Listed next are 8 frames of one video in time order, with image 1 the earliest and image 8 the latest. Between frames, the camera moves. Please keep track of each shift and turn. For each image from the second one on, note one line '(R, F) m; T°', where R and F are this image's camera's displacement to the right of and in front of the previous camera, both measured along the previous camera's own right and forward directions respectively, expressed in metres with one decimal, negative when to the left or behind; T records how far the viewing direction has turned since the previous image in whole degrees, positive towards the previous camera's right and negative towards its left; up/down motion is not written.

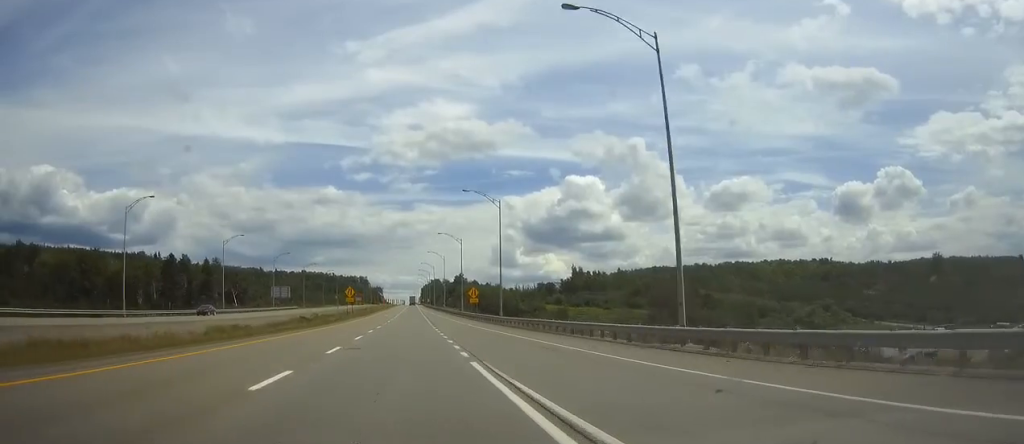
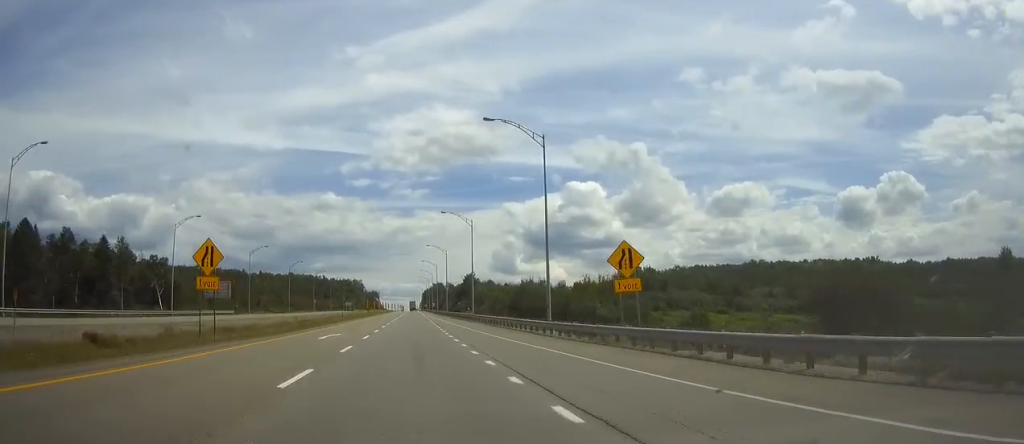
(0.0, +70.0) m; 0°
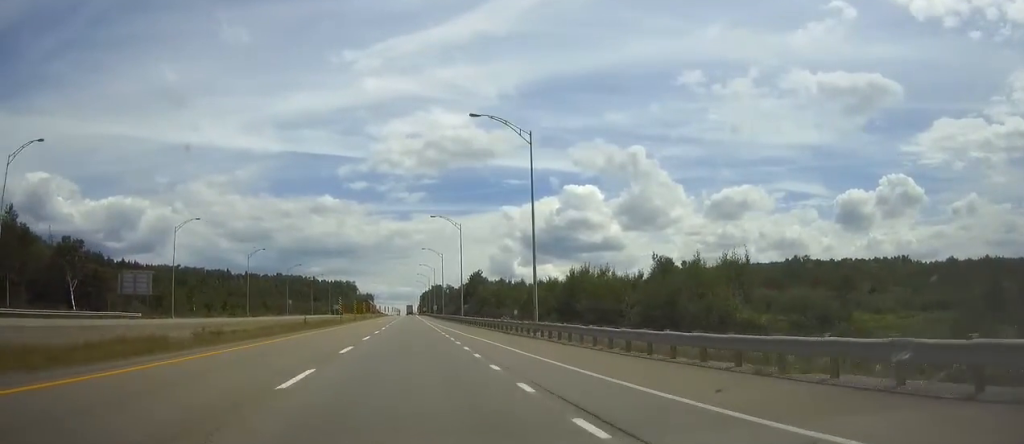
(0.0, +43.7) m; 0°
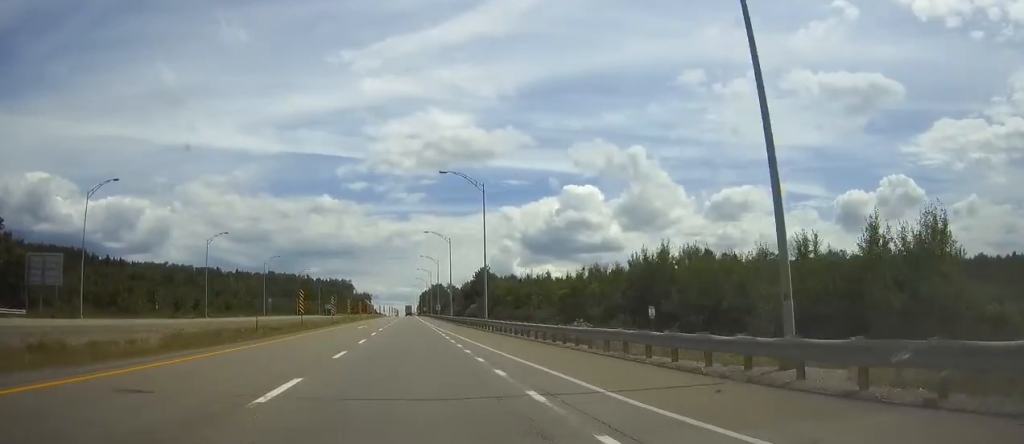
(0.0, +28.0) m; 0°
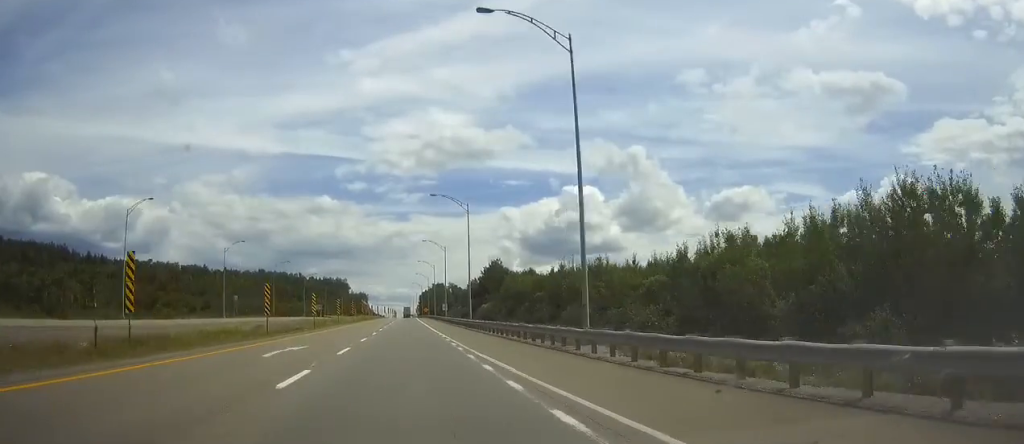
(+0.1, +33.1) m; 0°
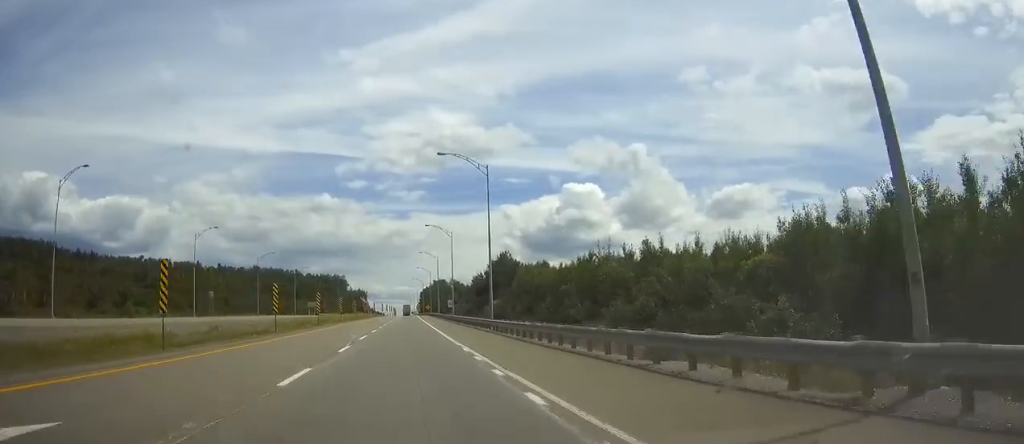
(0.0, +17.6) m; 0°
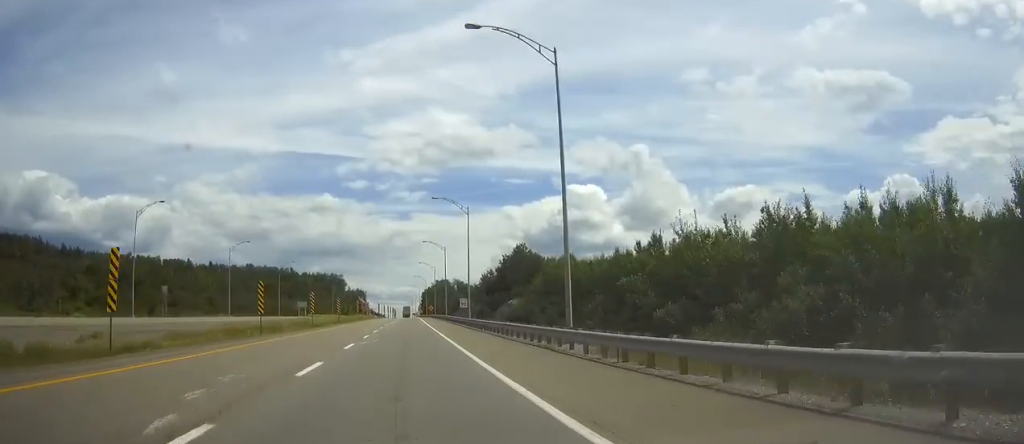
(0.0, +24.7) m; 0°
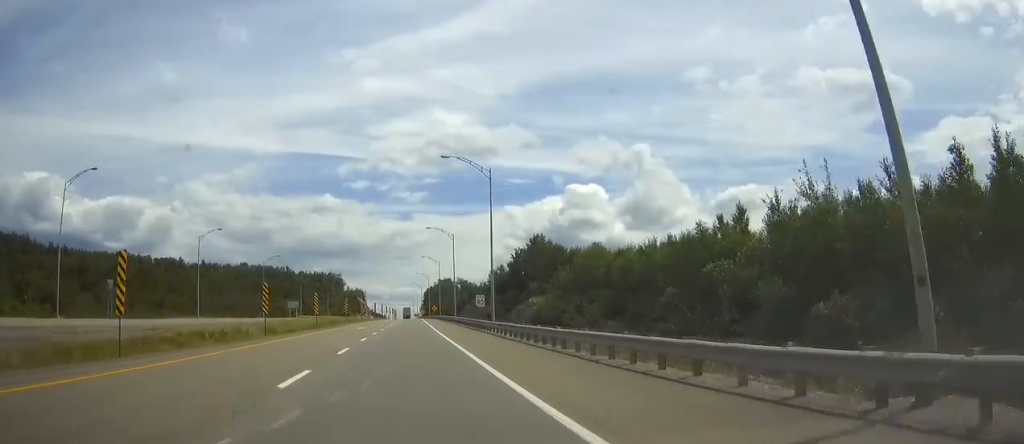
(0.0, +19.5) m; 0°
